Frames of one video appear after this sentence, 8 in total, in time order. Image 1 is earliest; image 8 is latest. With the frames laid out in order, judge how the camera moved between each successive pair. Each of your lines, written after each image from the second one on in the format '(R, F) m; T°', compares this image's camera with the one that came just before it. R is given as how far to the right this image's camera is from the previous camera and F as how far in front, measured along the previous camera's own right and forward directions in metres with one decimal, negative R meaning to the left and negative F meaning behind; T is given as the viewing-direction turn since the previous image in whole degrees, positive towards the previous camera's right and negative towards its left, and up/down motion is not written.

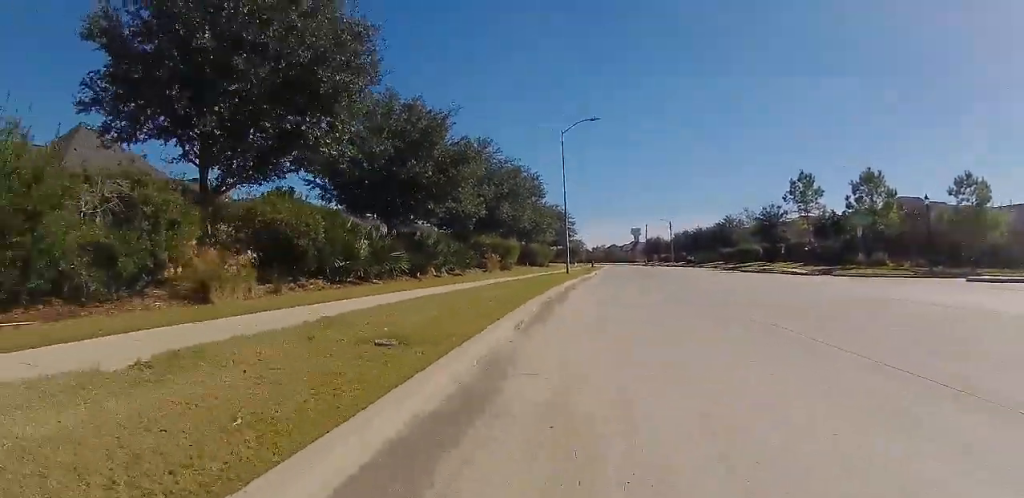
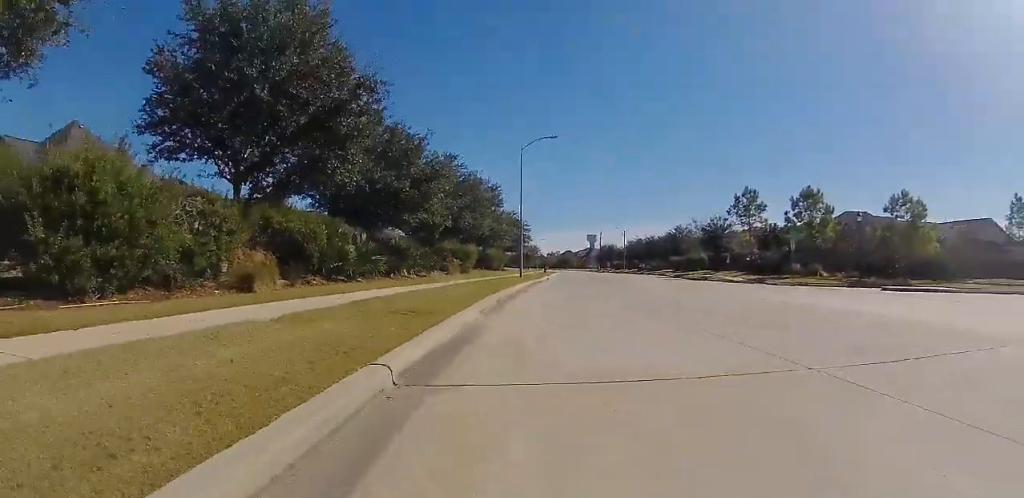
(-0.1, +3.1) m; -2°
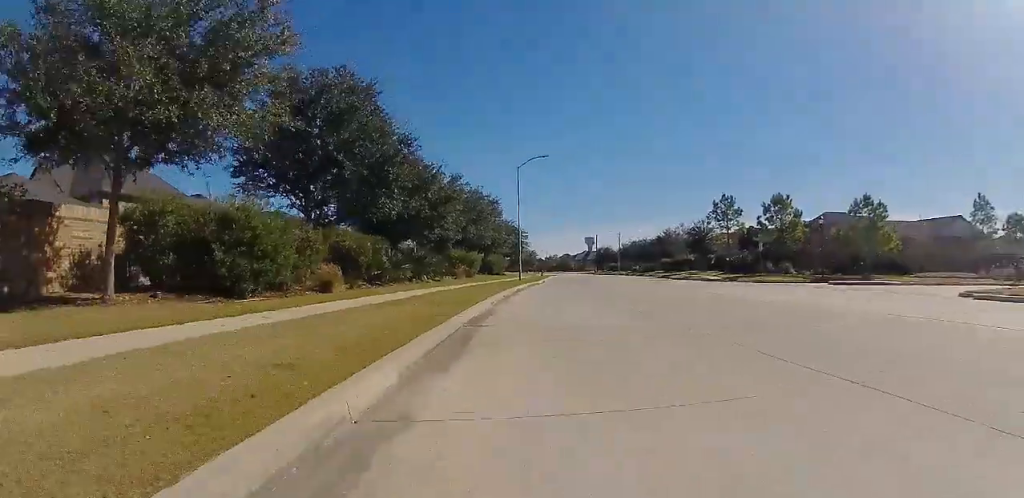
(0.0, +5.0) m; +4°
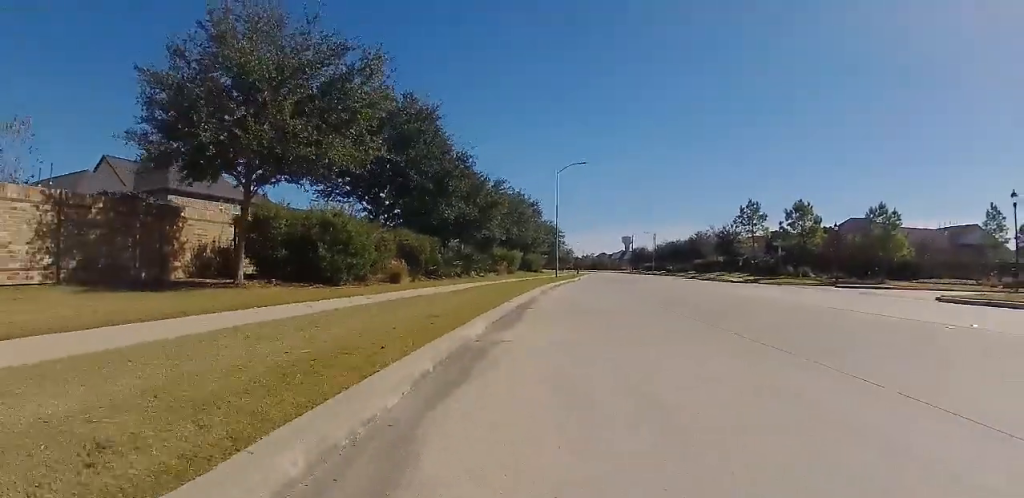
(+0.2, +3.5) m; 0°
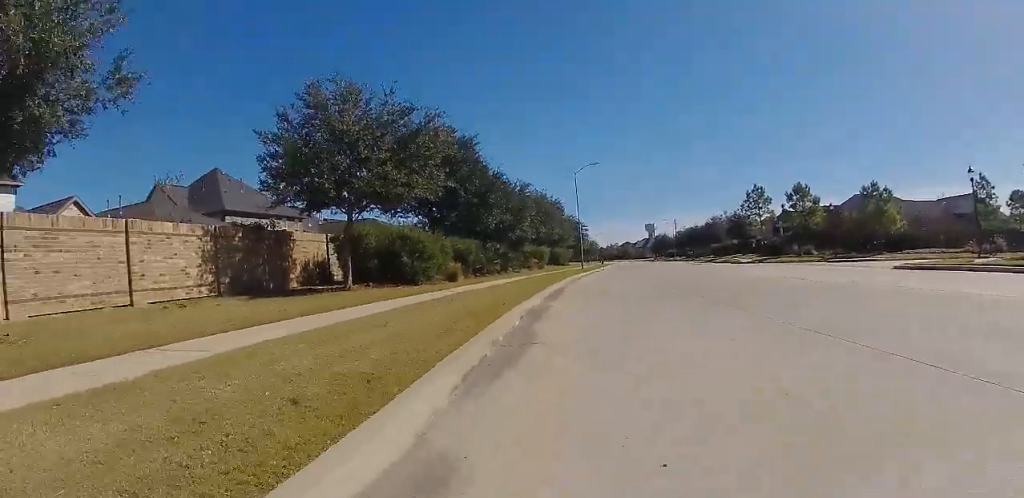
(+0.1, +5.1) m; -3°
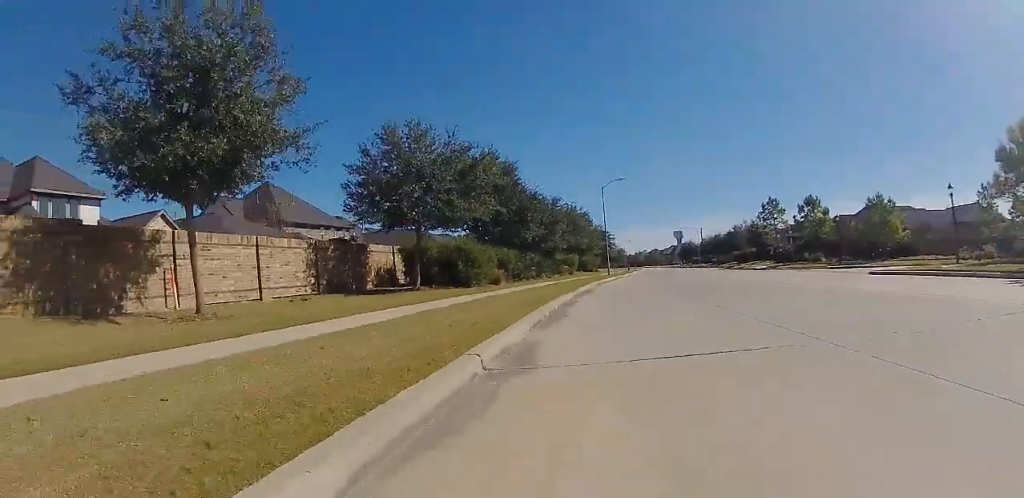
(-0.2, +4.9) m; -8°
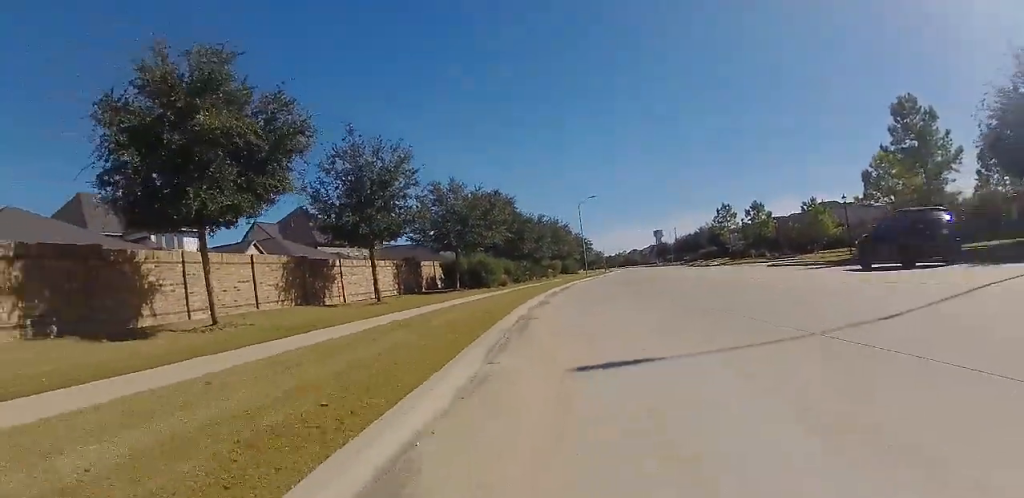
(-1.8, +12.4) m; -1°
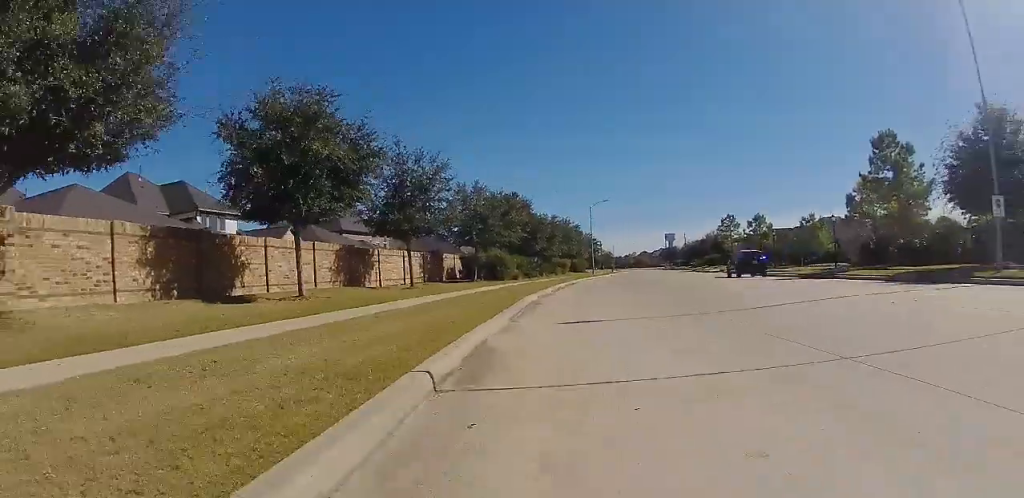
(+0.7, +4.5) m; +8°
